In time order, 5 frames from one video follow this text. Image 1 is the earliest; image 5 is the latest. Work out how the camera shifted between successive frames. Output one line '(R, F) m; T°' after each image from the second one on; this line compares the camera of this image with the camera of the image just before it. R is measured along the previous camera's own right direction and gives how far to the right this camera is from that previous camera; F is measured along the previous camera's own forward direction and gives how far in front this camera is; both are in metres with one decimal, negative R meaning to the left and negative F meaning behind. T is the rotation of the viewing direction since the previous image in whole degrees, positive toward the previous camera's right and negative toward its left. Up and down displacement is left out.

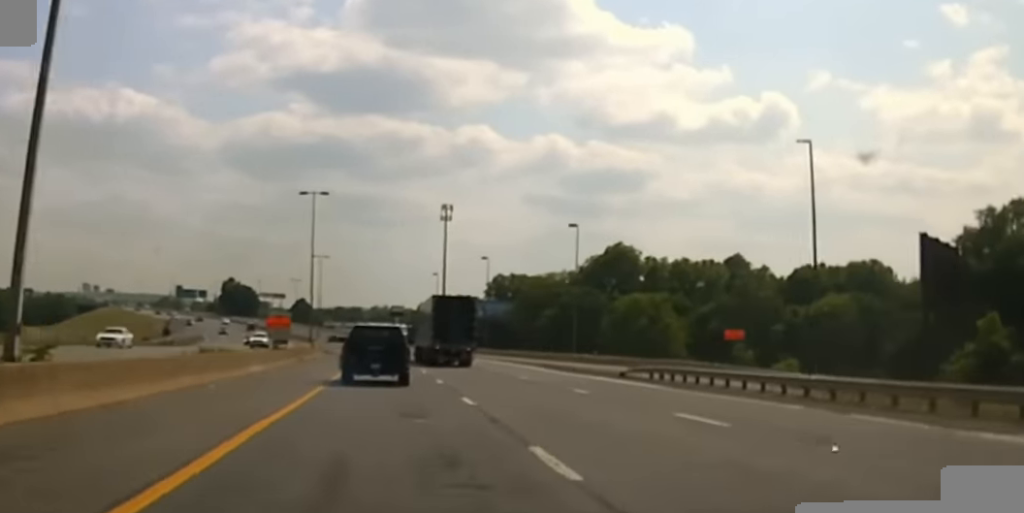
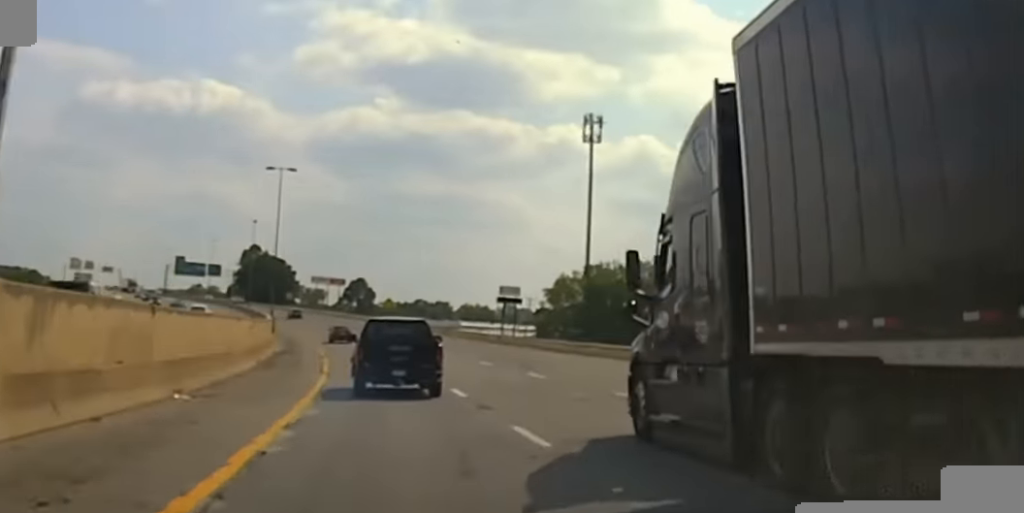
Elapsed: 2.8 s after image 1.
(-4.7, +151.7) m; -6°
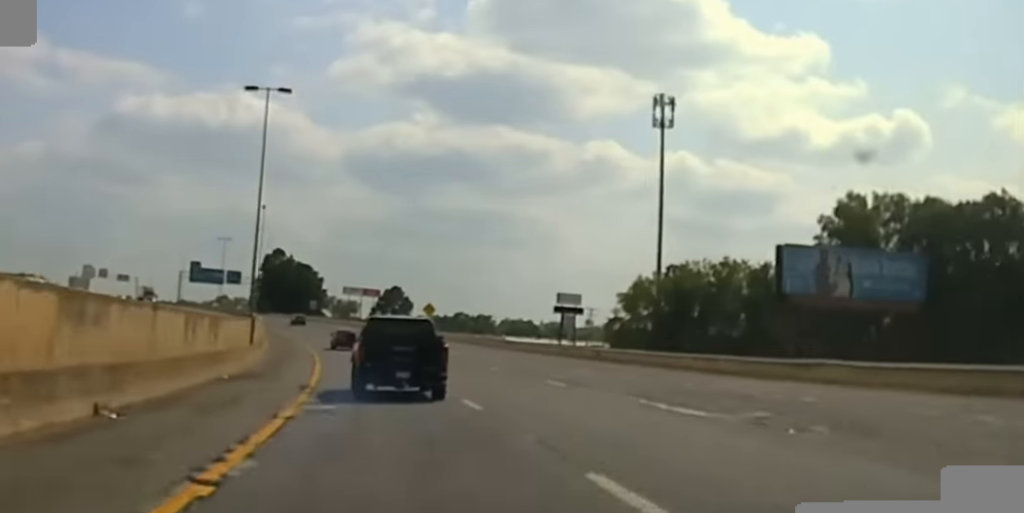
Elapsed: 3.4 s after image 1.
(-0.3, +30.1) m; -3°
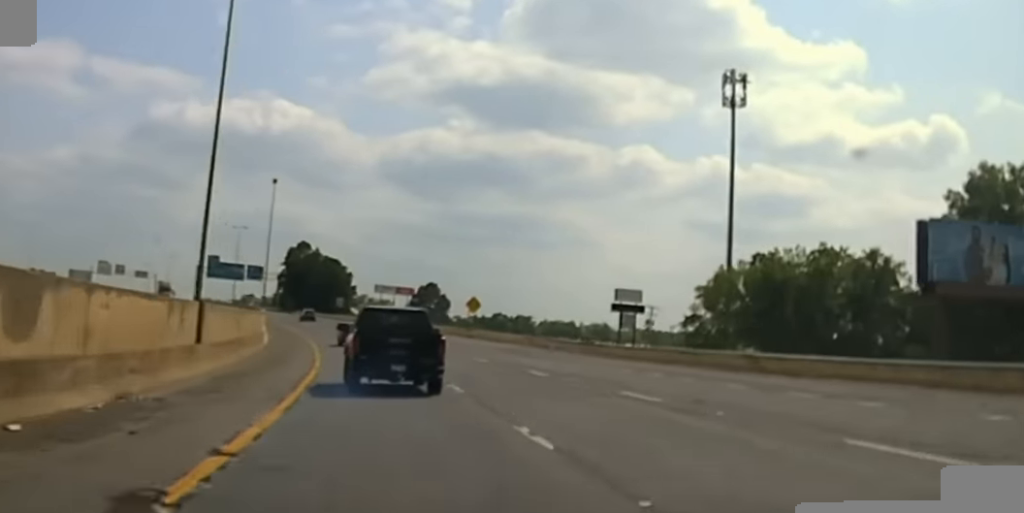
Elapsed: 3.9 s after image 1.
(-0.6, +20.0) m; -2°
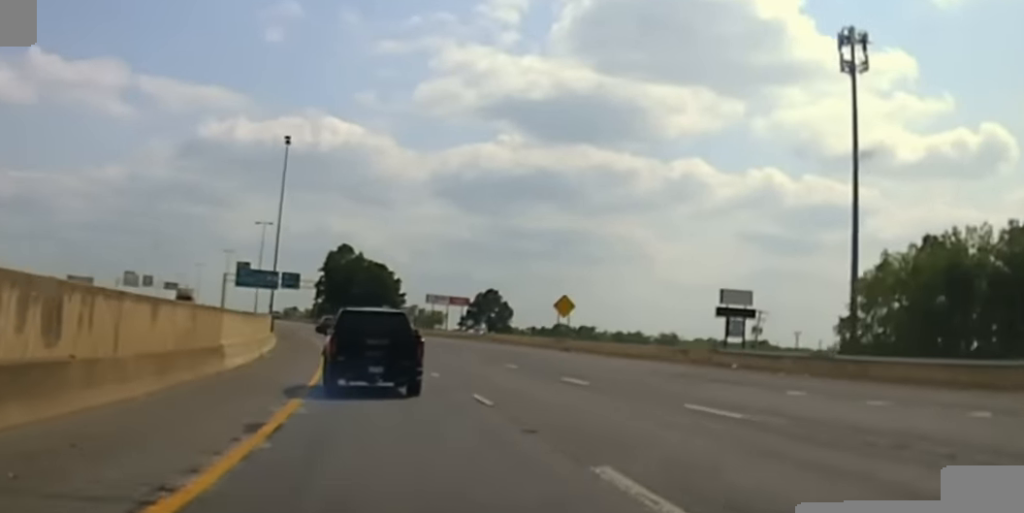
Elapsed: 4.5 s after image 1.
(-0.5, +28.7) m; -3°
